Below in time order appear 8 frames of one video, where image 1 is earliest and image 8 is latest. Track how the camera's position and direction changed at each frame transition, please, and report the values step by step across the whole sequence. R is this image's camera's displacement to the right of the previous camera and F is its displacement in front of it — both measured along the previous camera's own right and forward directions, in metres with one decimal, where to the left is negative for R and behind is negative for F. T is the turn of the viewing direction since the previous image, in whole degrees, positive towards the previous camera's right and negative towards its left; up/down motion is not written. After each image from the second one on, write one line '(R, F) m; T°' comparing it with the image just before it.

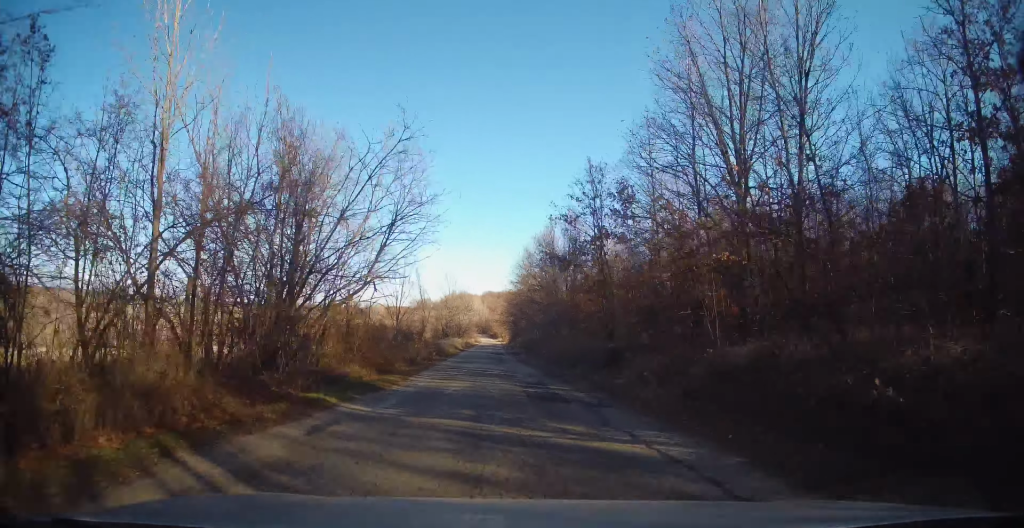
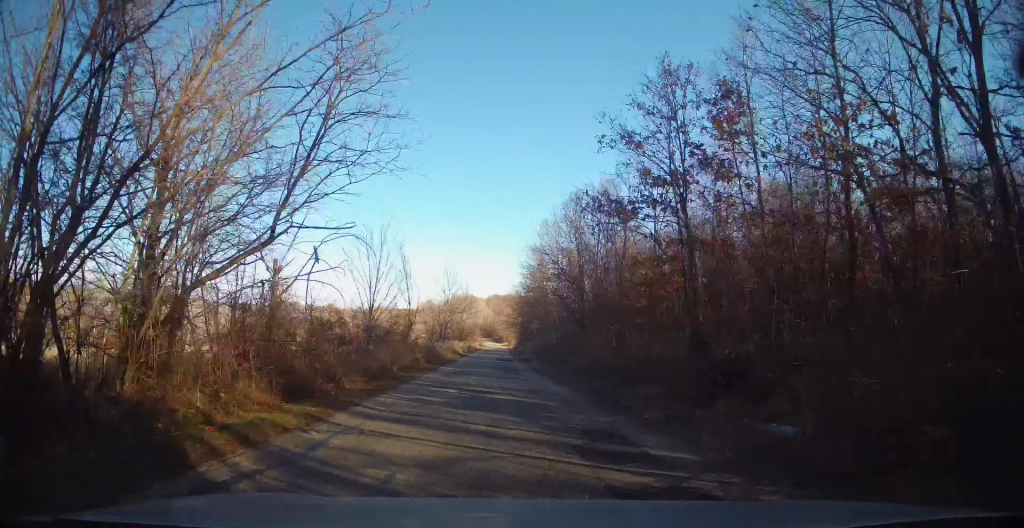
(+0.1, +10.0) m; -1°
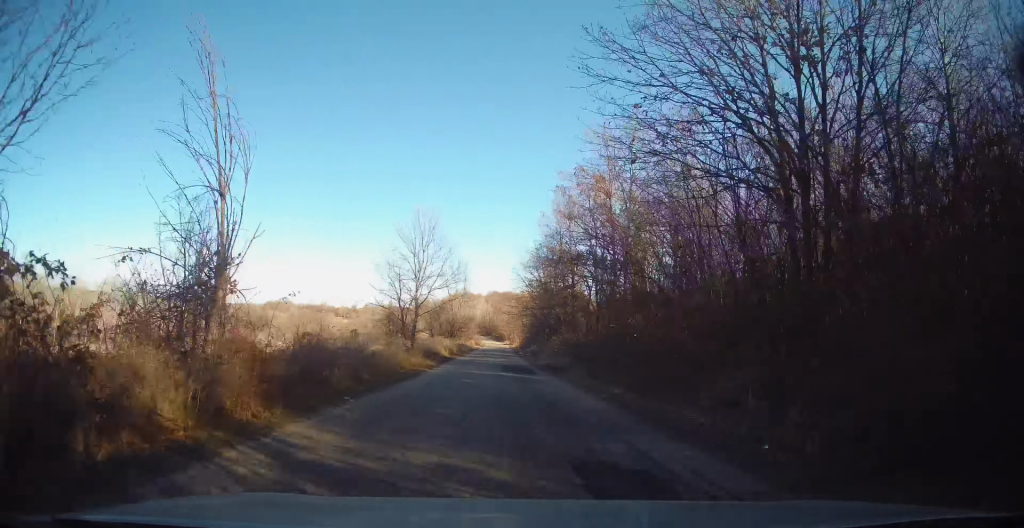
(-0.4, +23.9) m; 0°
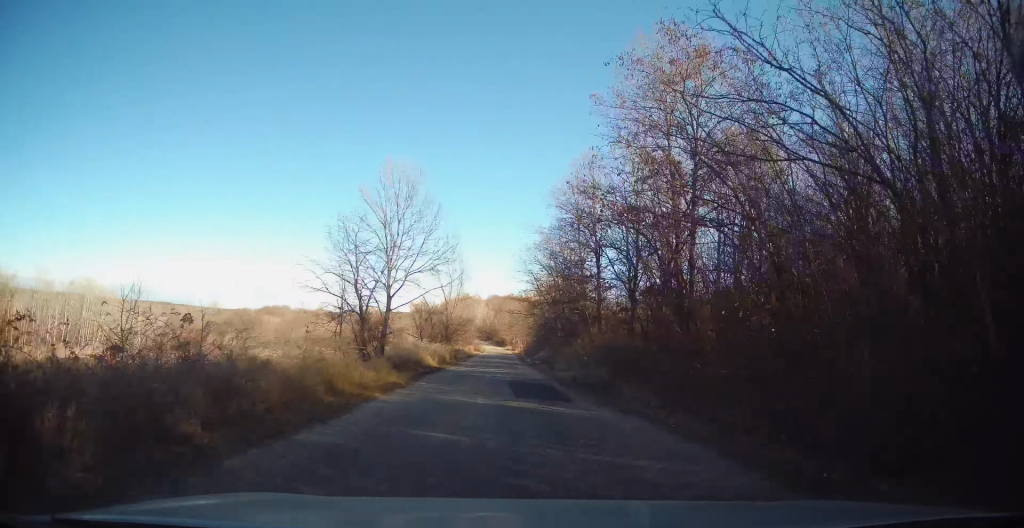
(+0.2, +10.3) m; 0°
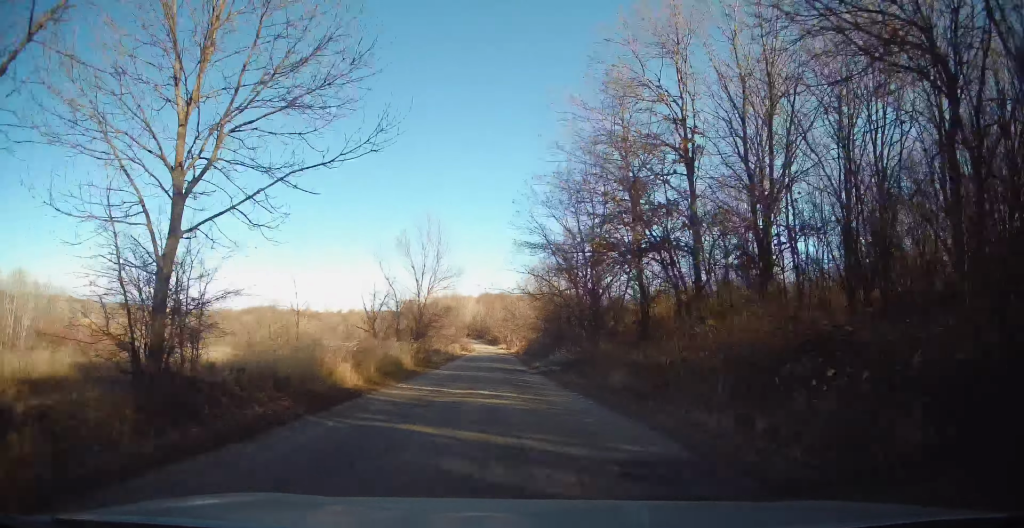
(-0.1, +17.8) m; +1°
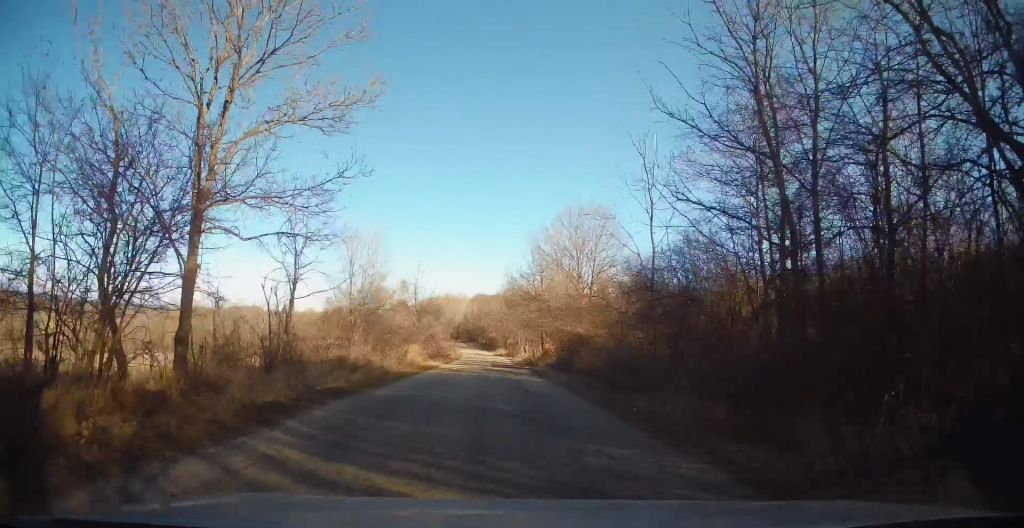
(+0.2, +34.7) m; -1°
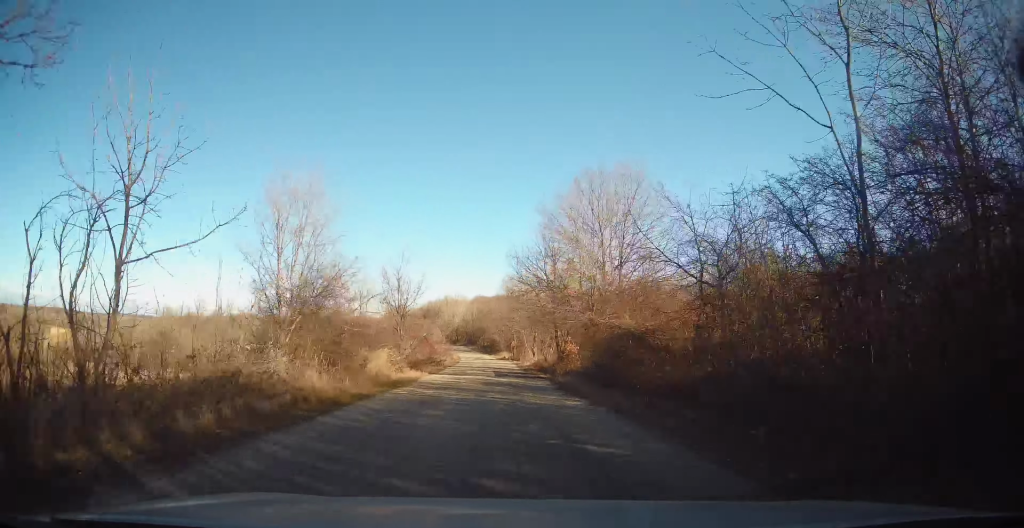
(-0.1, +10.0) m; 0°
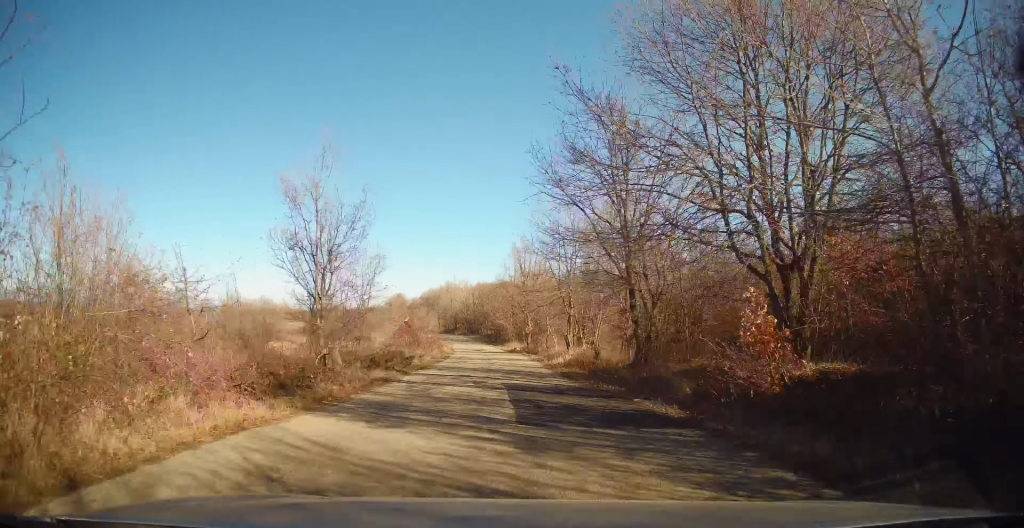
(+0.1, +20.6) m; +1°
